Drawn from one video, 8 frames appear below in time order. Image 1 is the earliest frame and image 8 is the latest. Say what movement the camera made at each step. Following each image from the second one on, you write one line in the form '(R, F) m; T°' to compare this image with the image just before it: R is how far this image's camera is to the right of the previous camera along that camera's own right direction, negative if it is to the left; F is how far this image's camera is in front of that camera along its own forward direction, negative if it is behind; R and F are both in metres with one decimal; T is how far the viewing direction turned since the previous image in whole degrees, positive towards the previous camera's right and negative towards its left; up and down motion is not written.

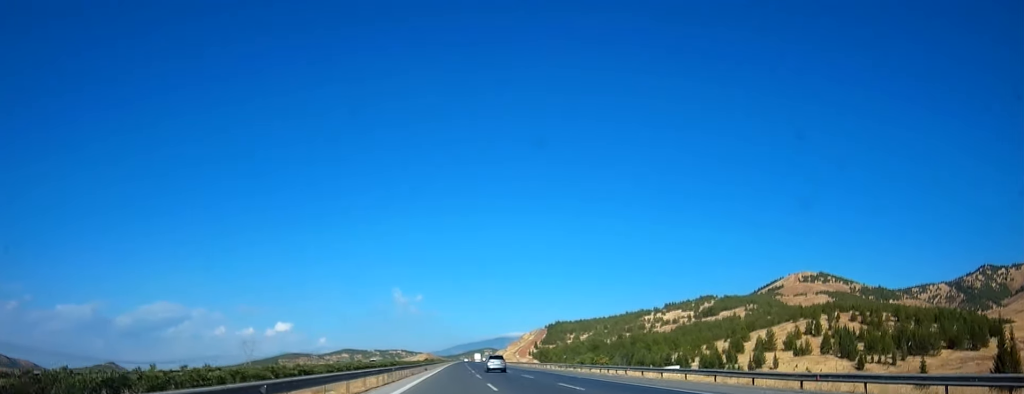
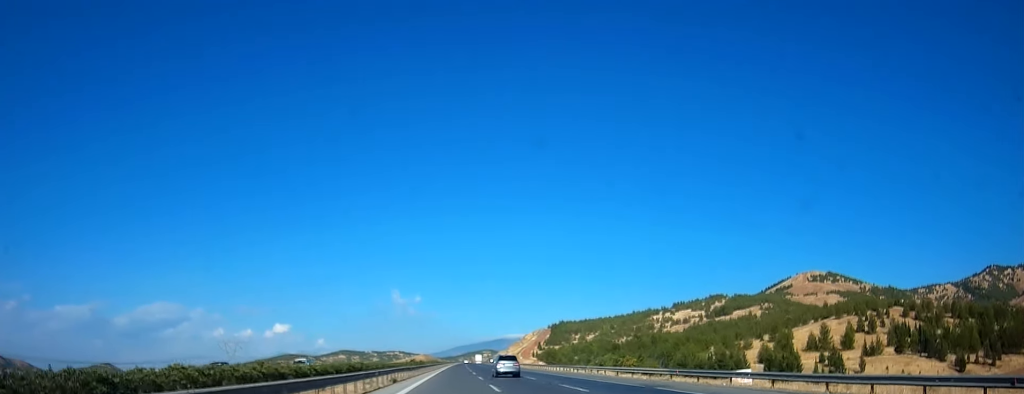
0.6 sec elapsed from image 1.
(+0.1, +33.6) m; 0°
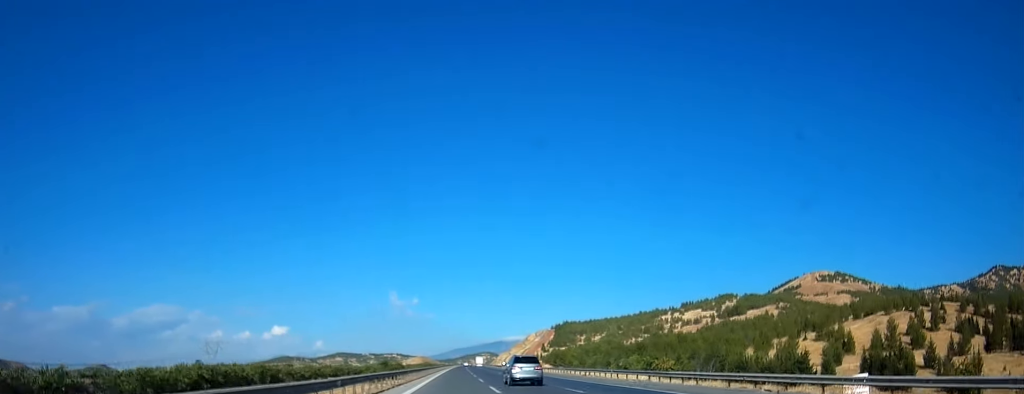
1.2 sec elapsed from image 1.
(-0.1, +31.7) m; 0°
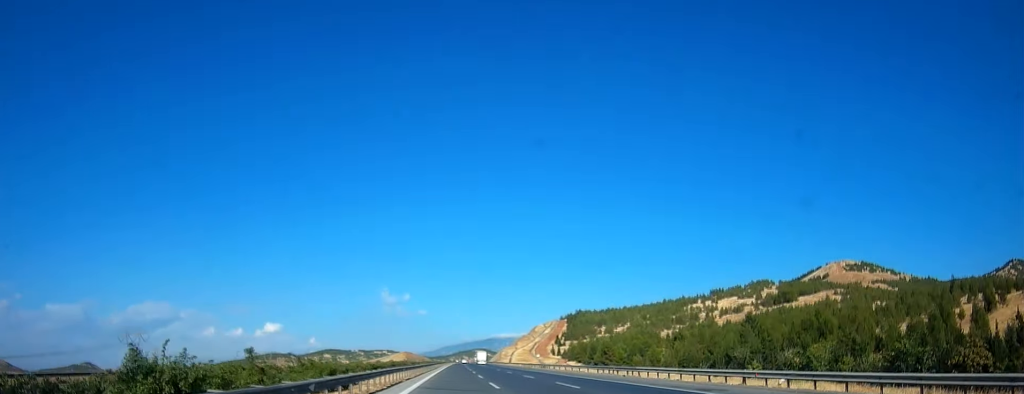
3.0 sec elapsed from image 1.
(+0.2, +97.5) m; +1°
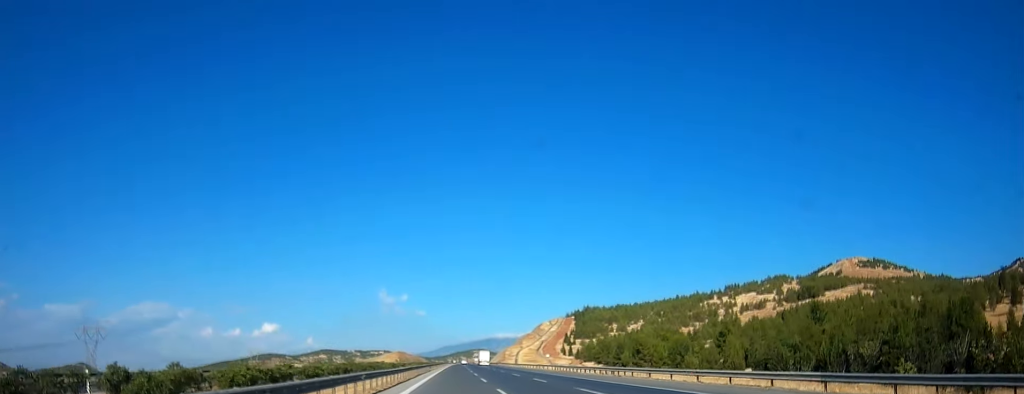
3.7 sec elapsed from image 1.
(+0.2, +38.7) m; 0°
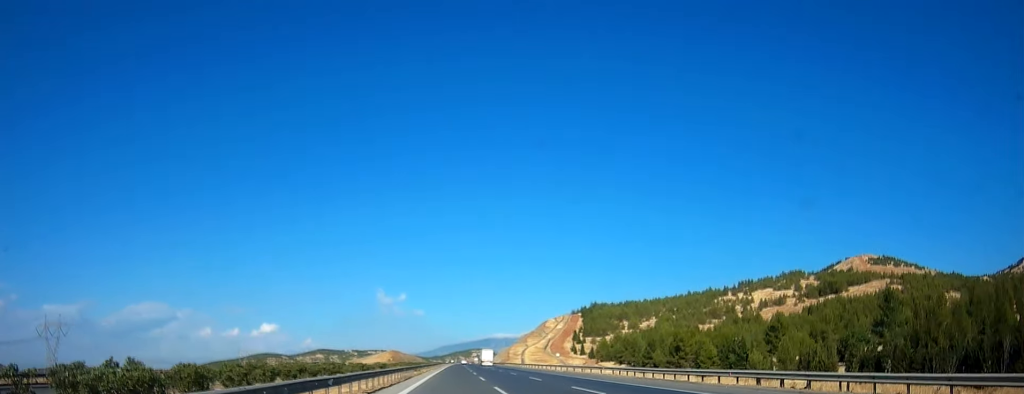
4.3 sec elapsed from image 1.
(+0.1, +30.6) m; 0°
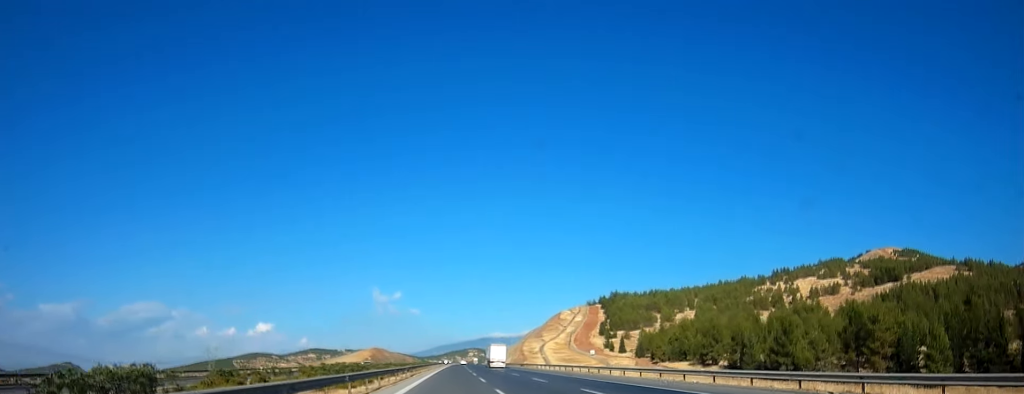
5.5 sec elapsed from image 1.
(+0.3, +67.6) m; 0°
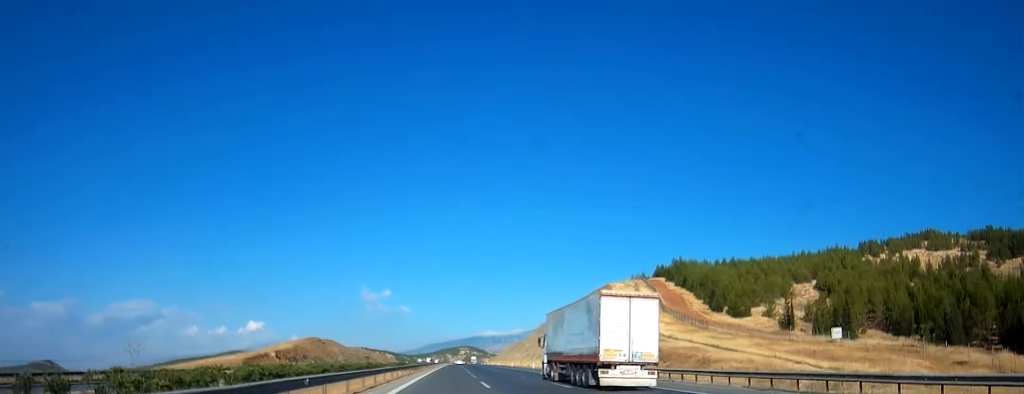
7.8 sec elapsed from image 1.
(+0.2, +123.0) m; 0°
